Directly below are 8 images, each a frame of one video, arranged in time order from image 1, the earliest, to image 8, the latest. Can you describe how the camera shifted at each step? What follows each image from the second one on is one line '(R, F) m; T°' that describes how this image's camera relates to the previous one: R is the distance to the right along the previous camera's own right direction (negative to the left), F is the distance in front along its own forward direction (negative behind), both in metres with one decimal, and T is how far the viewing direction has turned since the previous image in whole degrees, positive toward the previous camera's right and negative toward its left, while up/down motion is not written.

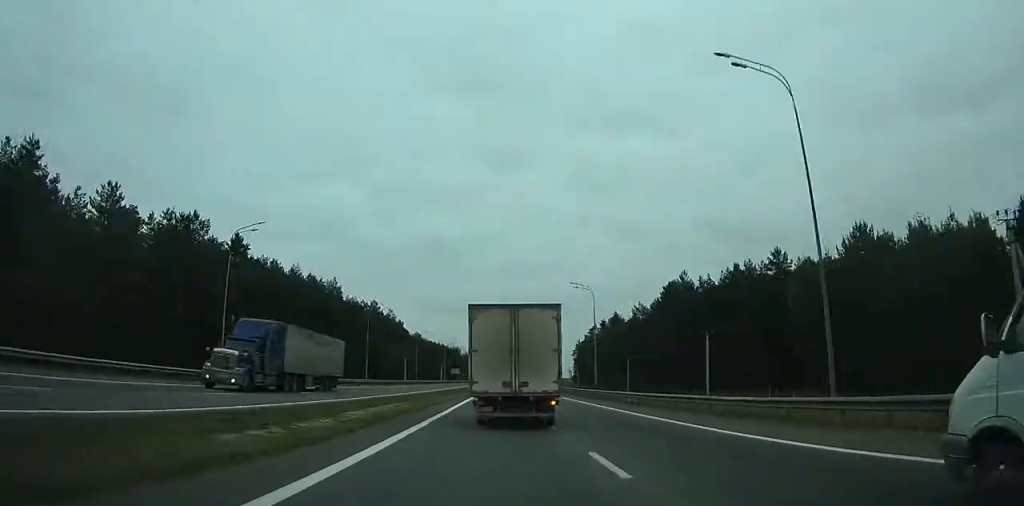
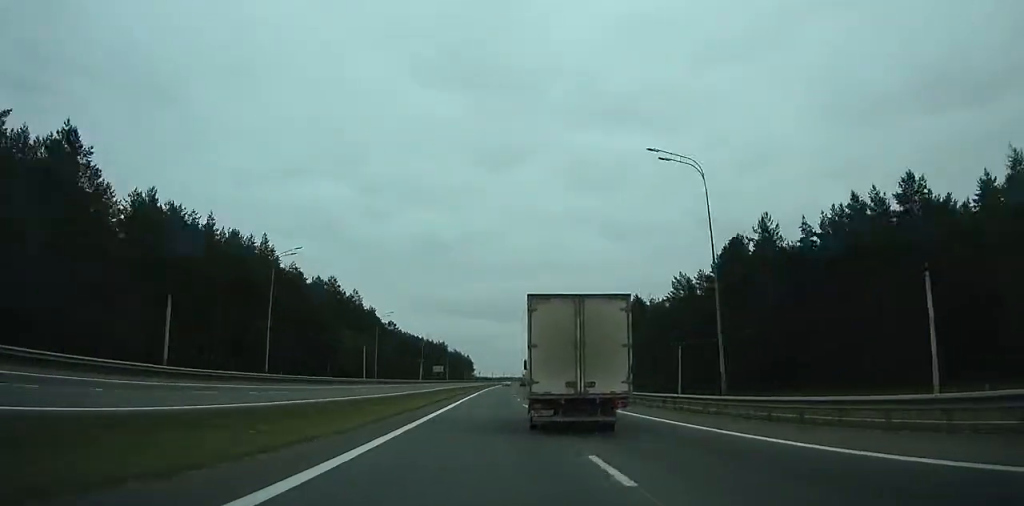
(0.0, +37.6) m; +1°
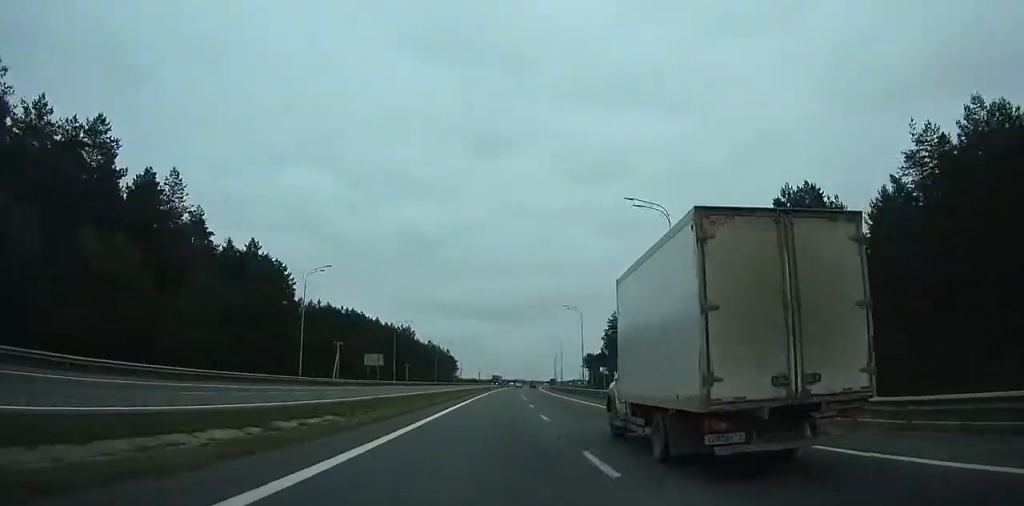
(+1.3, +82.1) m; +2°
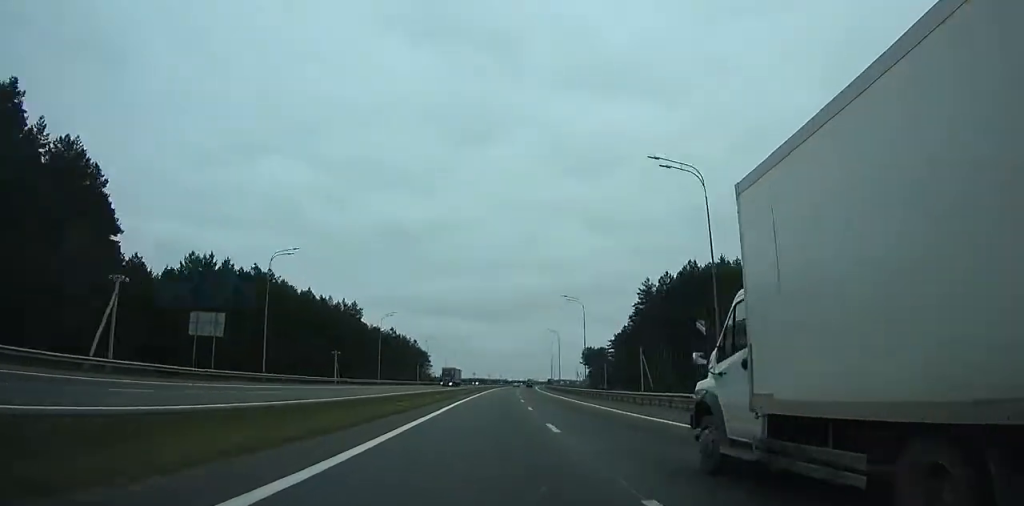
(0.0, +52.0) m; +2°
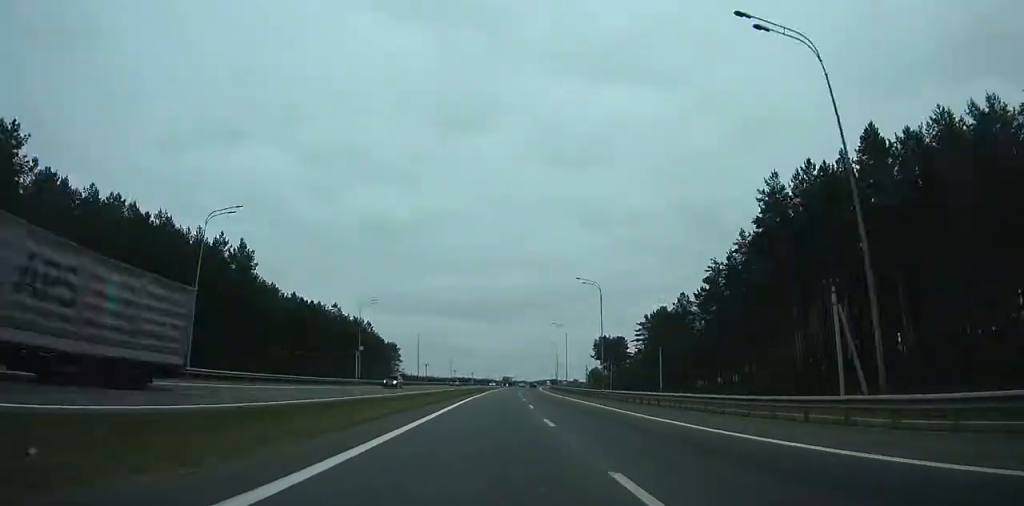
(+1.0, +56.6) m; +7°
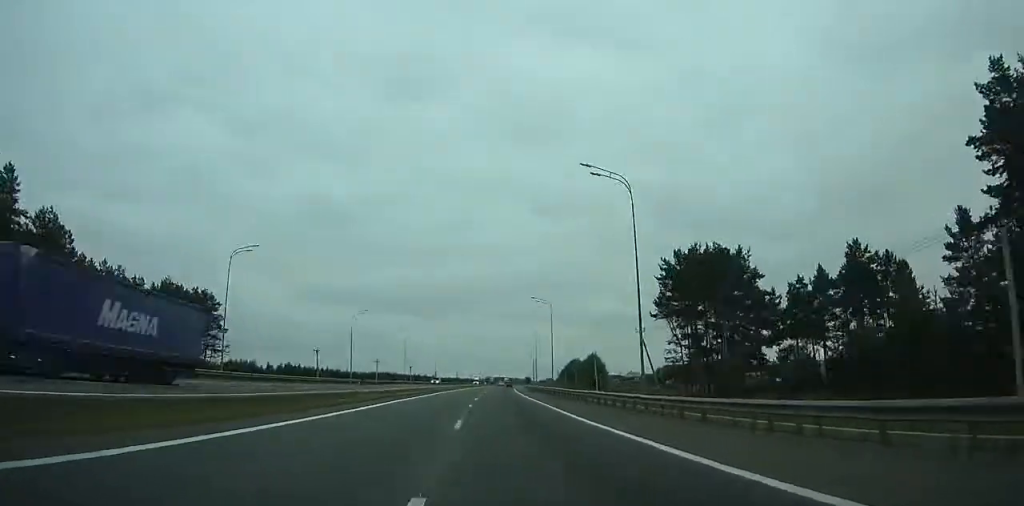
(+2.5, +119.1) m; -5°
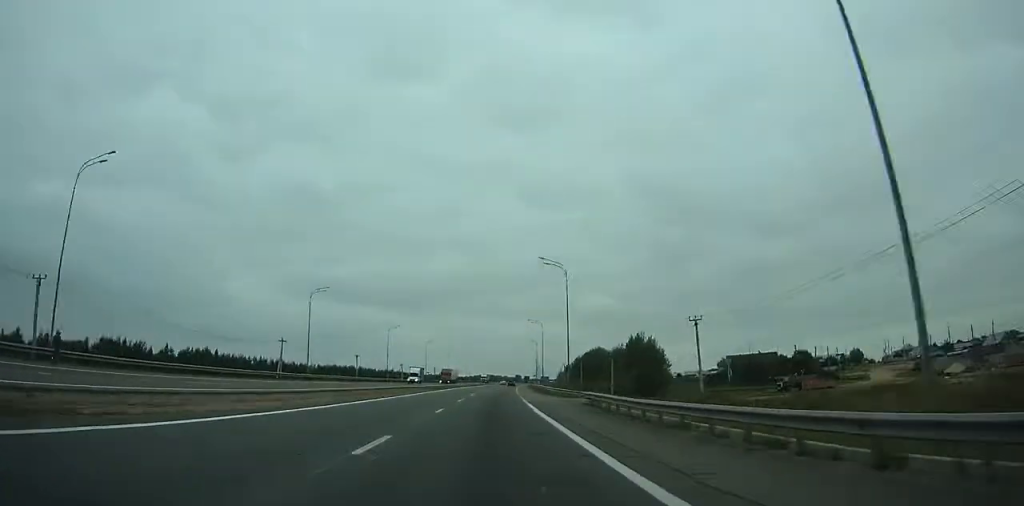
(-6.1, +64.2) m; 0°
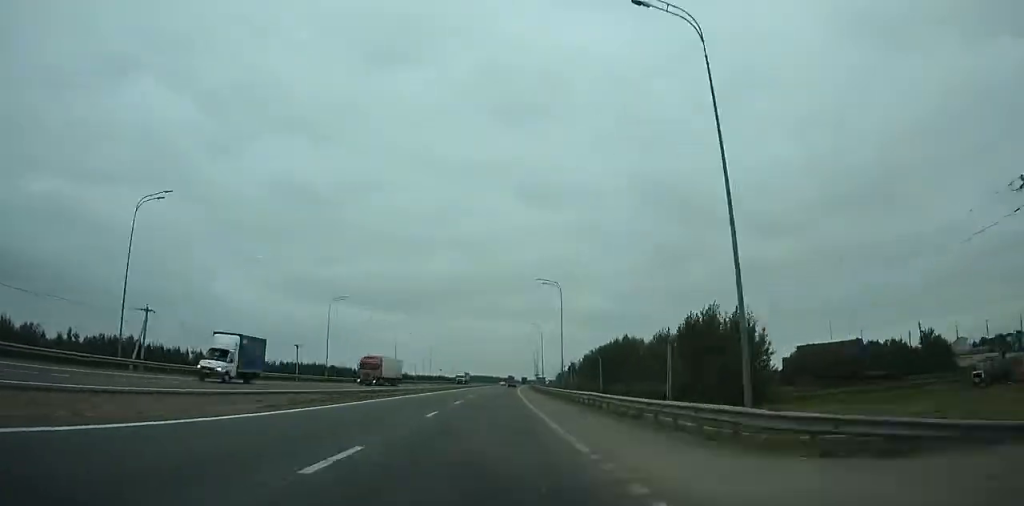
(+3.5, +37.3) m; +4°
